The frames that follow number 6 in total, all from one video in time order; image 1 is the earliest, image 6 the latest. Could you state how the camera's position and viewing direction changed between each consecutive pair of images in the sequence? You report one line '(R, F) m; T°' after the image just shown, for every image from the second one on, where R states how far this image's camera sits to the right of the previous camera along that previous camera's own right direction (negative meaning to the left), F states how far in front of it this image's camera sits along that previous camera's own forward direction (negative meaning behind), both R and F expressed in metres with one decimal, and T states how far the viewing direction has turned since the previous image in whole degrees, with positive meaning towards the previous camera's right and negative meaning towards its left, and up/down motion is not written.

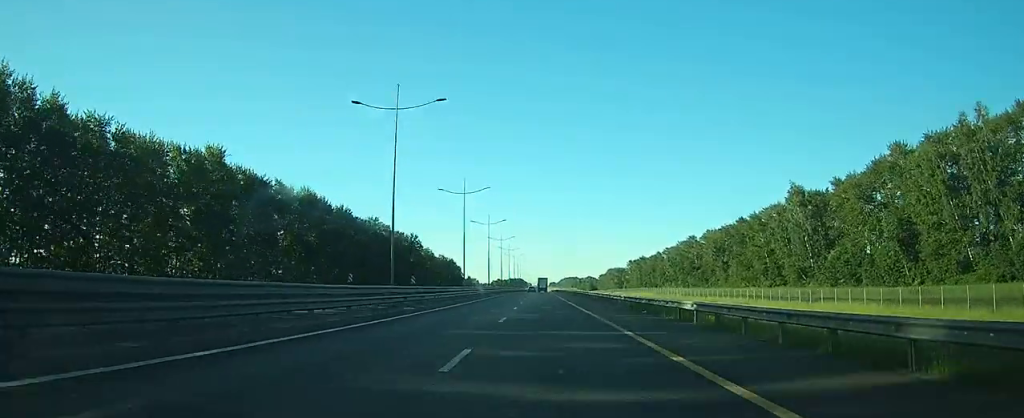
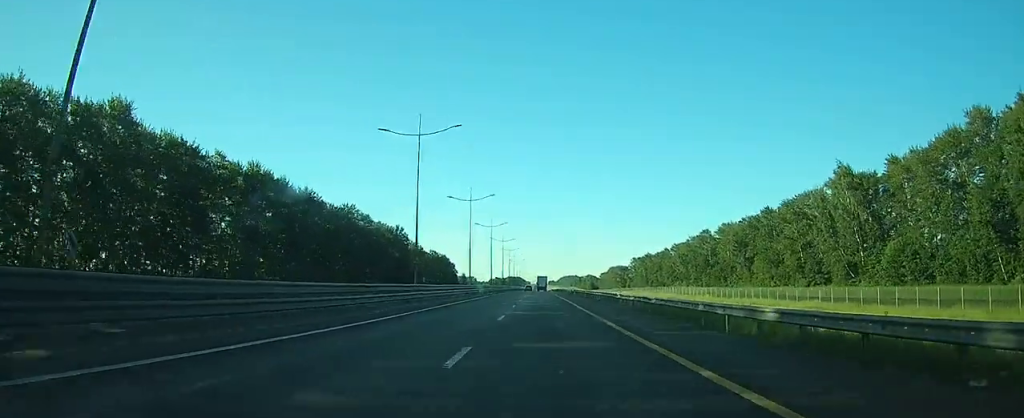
(0.0, +23.6) m; 0°
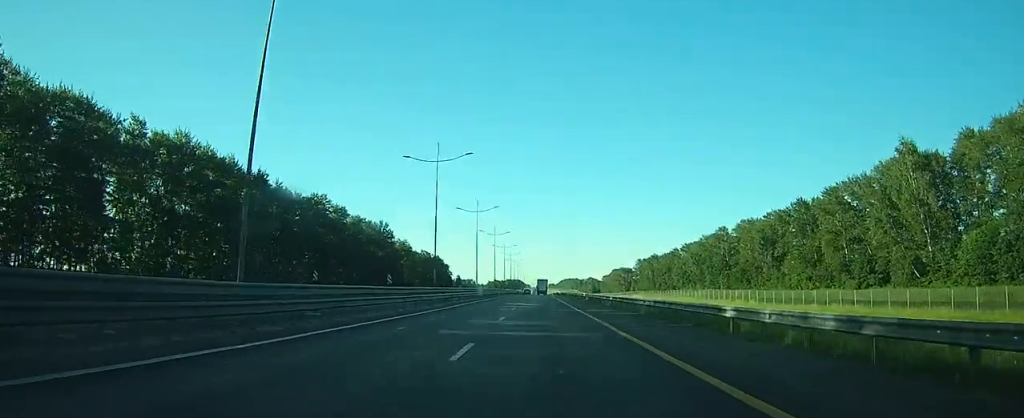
(0.0, +22.8) m; 0°
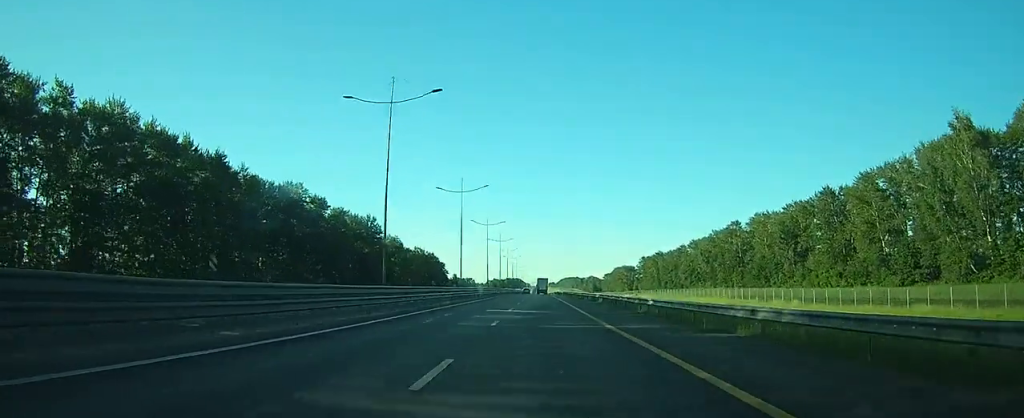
(0.0, +14.9) m; 0°
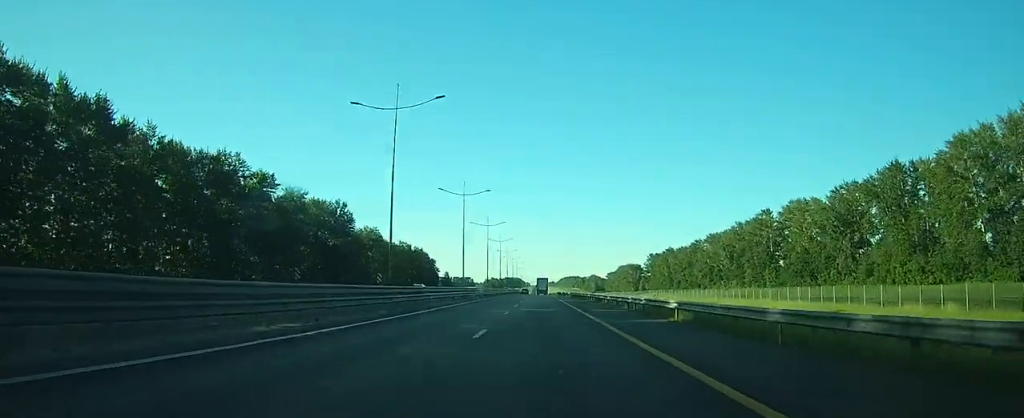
(0.0, +28.9) m; 0°
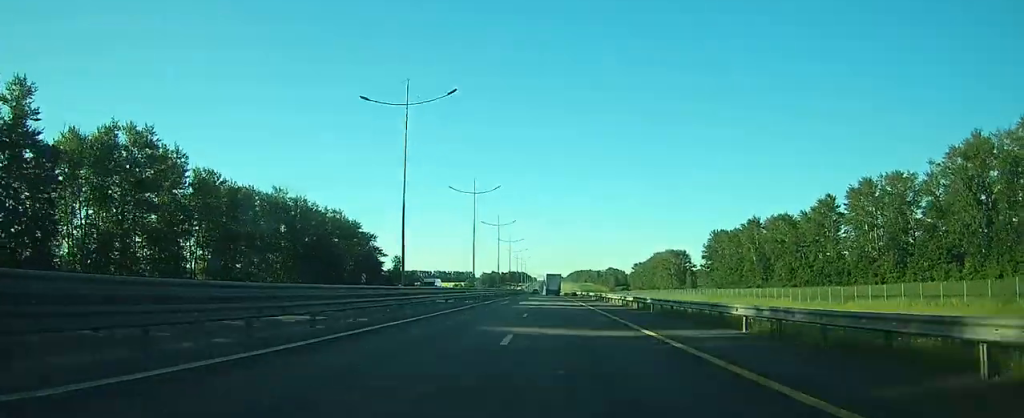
(-0.5, +121.4) m; -1°
